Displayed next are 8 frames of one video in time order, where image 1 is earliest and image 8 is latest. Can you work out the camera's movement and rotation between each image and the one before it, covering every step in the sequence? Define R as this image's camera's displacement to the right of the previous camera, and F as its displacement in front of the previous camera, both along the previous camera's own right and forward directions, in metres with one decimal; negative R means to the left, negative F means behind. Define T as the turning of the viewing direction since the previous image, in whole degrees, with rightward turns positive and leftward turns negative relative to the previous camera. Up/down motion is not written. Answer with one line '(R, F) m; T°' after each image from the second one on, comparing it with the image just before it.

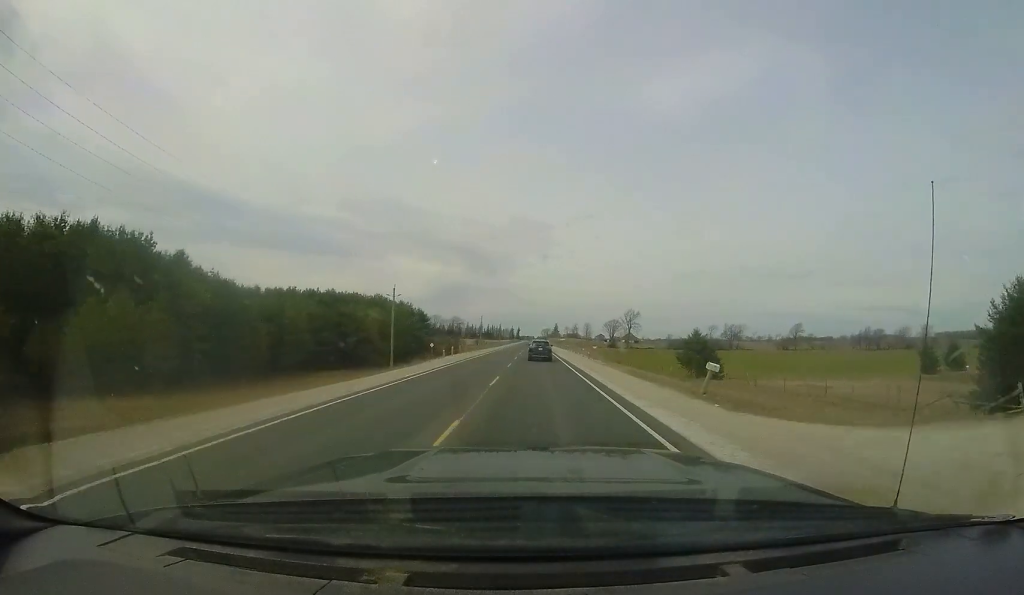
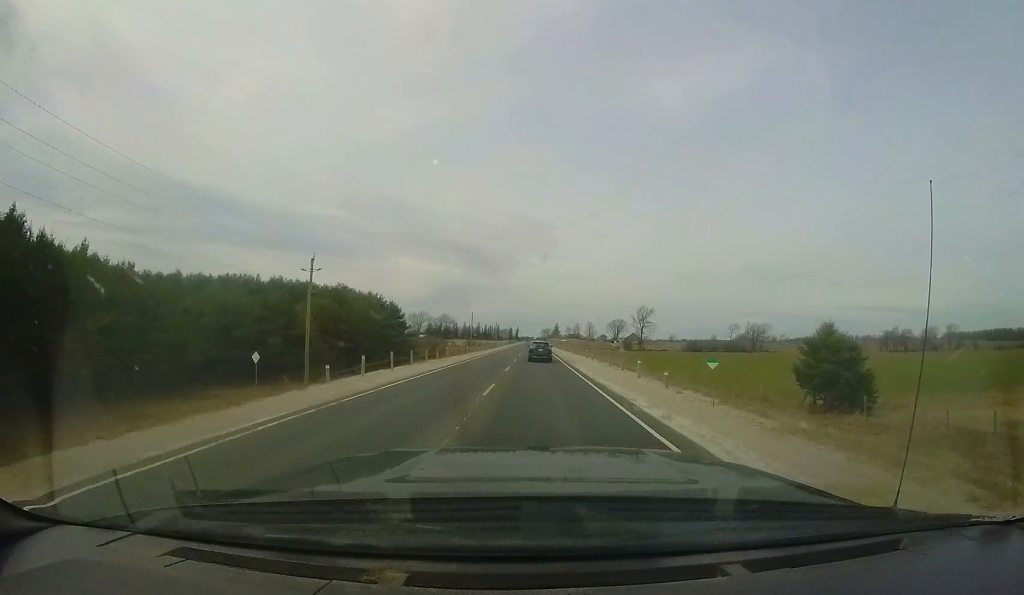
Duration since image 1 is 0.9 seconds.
(-0.2, +19.8) m; 0°
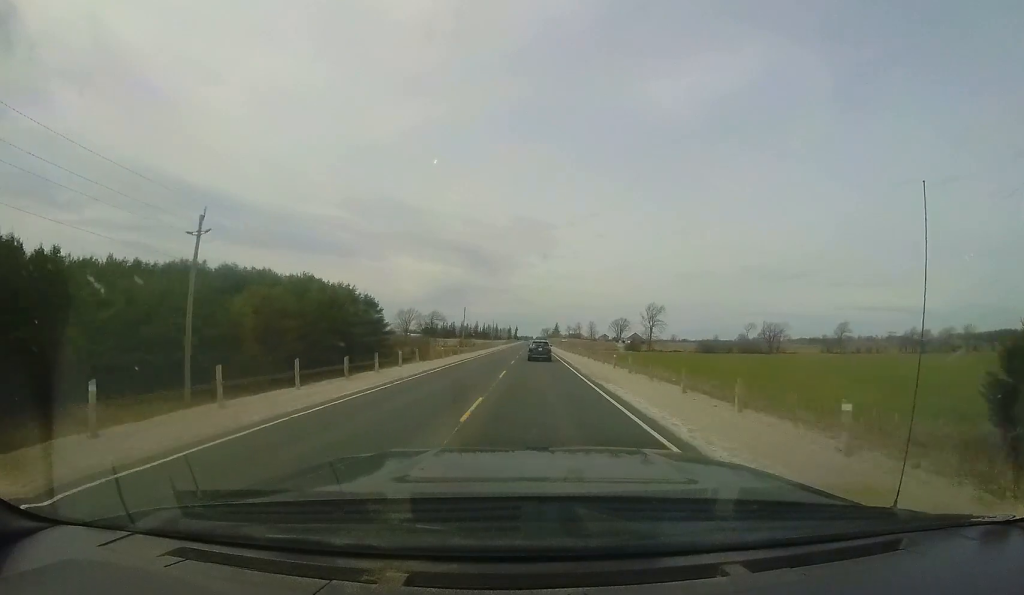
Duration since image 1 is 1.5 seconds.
(+0.1, +12.5) m; +1°
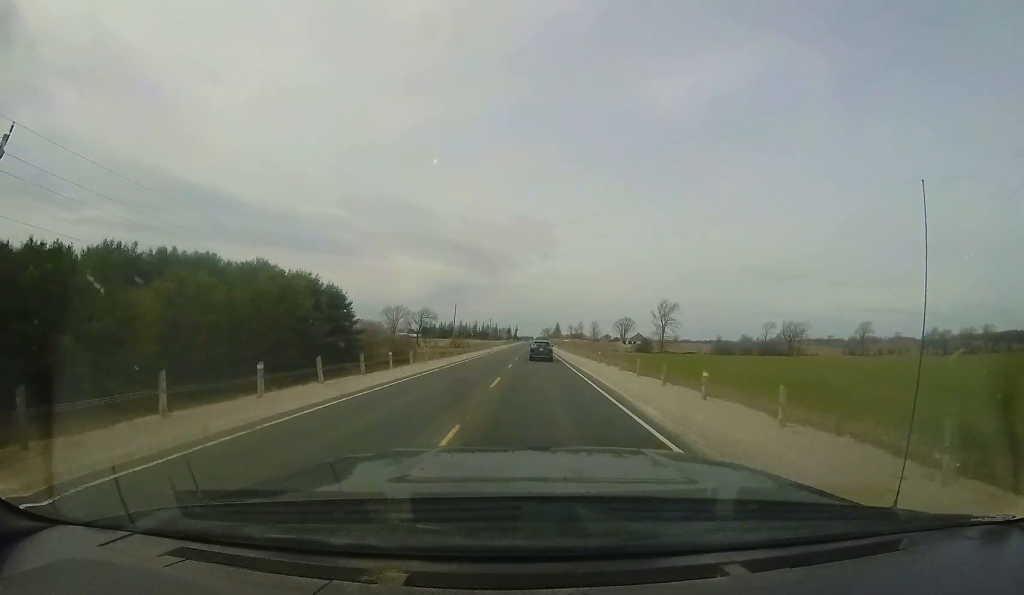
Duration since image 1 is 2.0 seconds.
(+0.1, +12.5) m; 0°
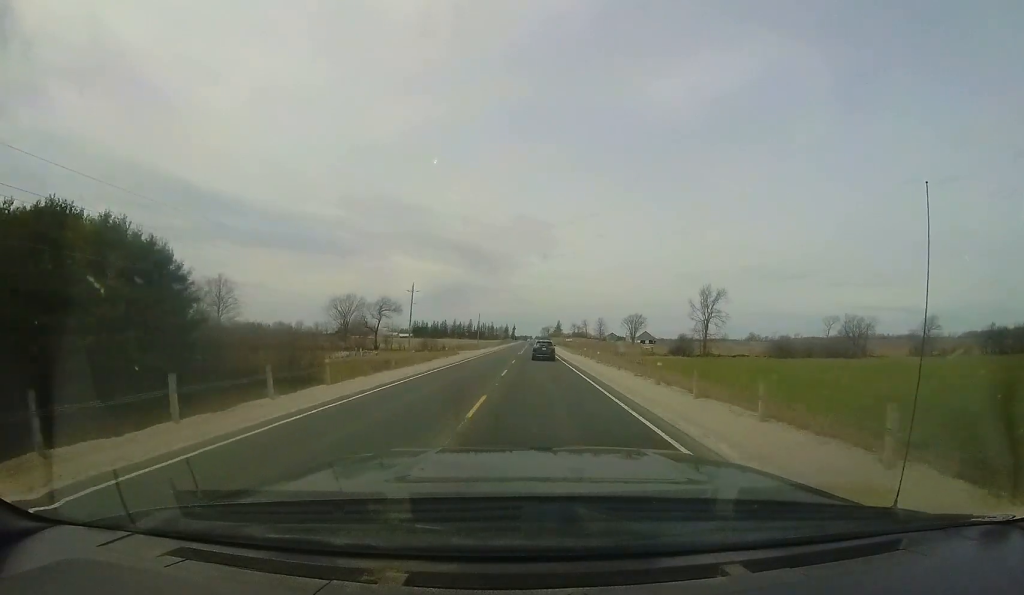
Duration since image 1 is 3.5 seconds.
(0.0, +31.5) m; 0°
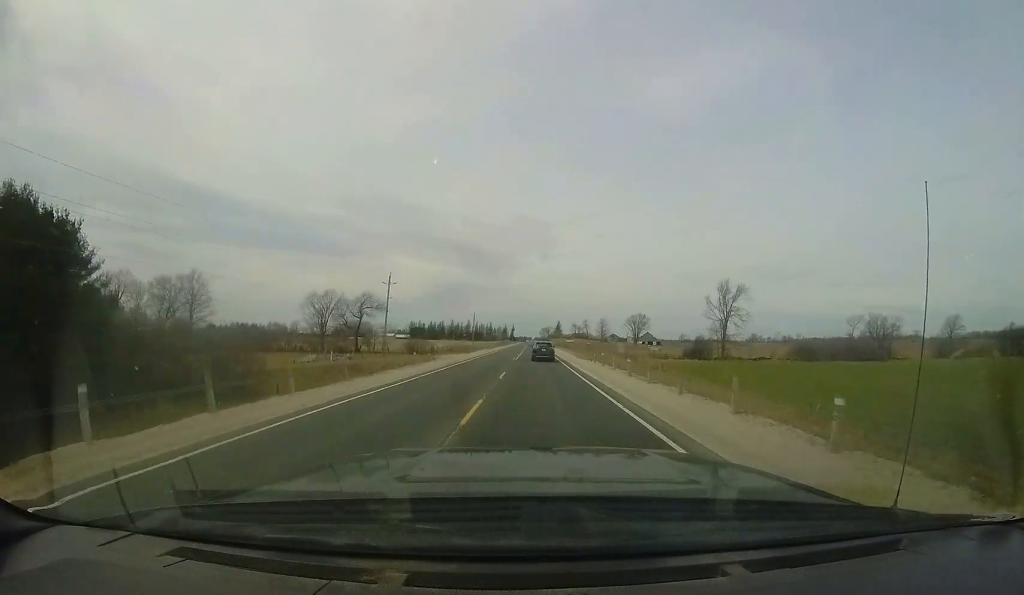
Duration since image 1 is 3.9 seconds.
(0.0, +9.5) m; 0°
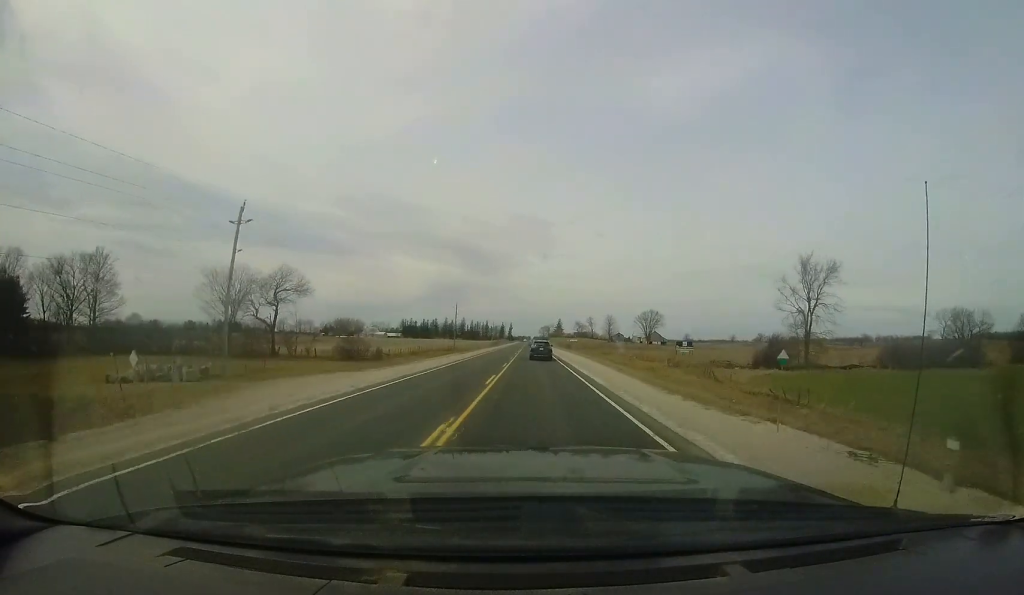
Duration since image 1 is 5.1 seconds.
(+0.2, +27.1) m; 0°
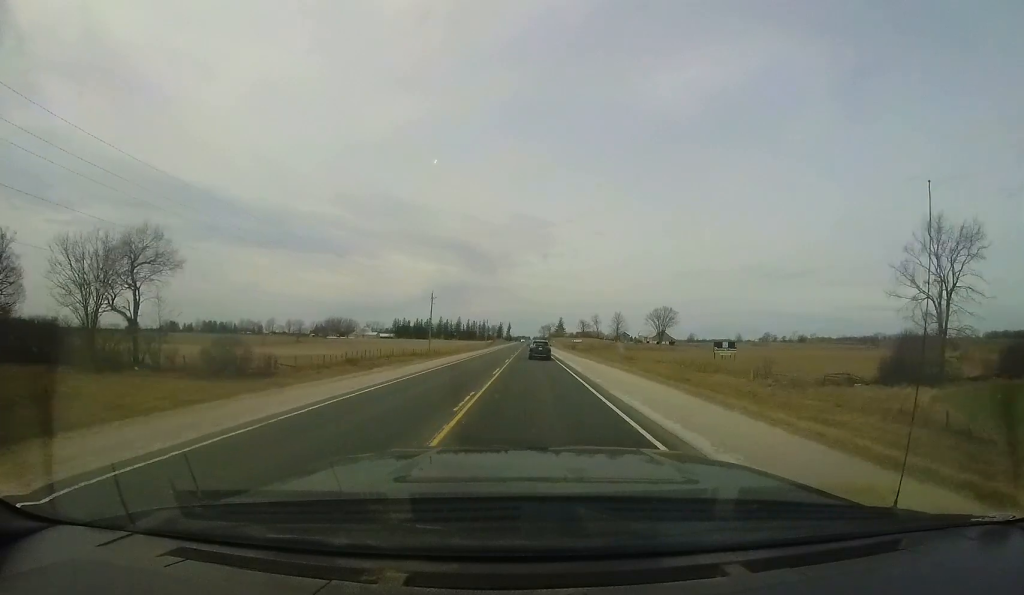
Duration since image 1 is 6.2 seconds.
(0.0, +22.8) m; 0°
